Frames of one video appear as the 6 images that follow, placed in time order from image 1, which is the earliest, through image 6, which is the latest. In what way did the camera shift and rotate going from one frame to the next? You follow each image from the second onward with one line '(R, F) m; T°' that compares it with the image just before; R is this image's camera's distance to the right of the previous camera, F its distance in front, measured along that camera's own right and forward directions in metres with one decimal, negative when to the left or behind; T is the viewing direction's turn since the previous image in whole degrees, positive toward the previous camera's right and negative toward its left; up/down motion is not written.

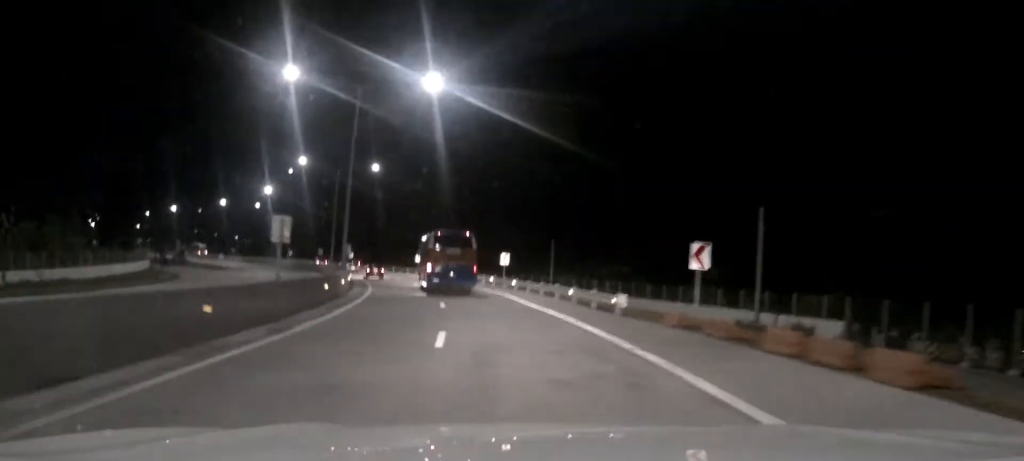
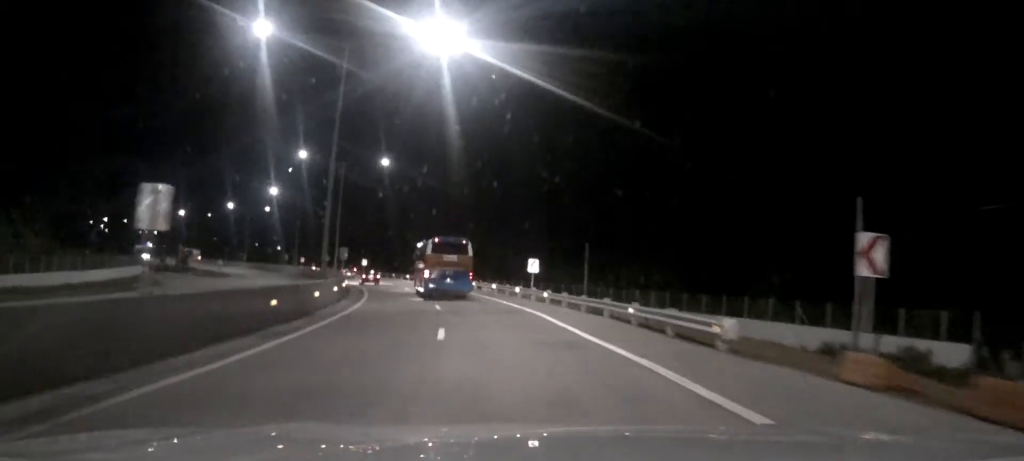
(-0.3, +9.9) m; -2°
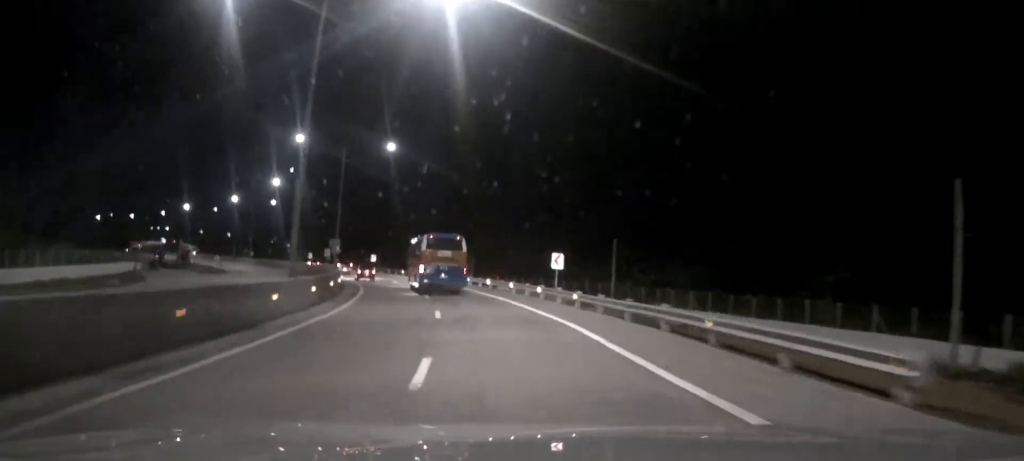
(-0.1, +7.2) m; -2°
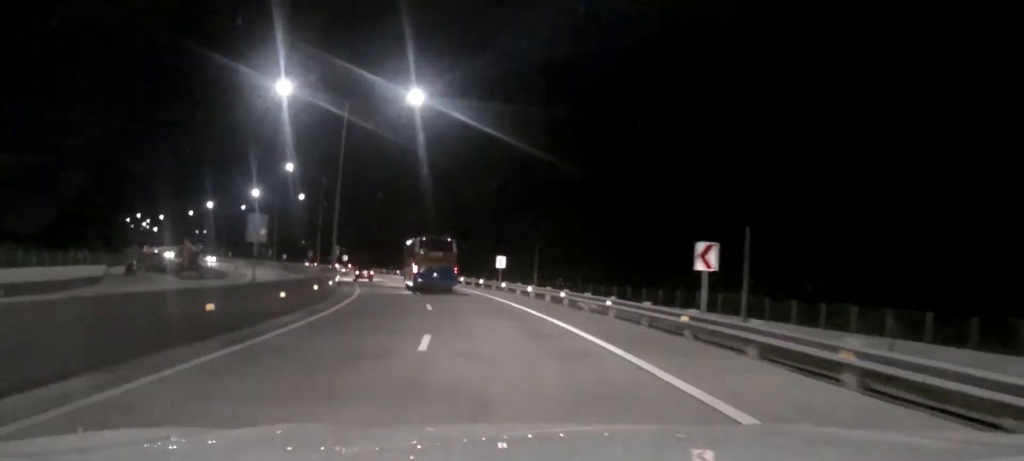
(-0.9, +21.3) m; -5°
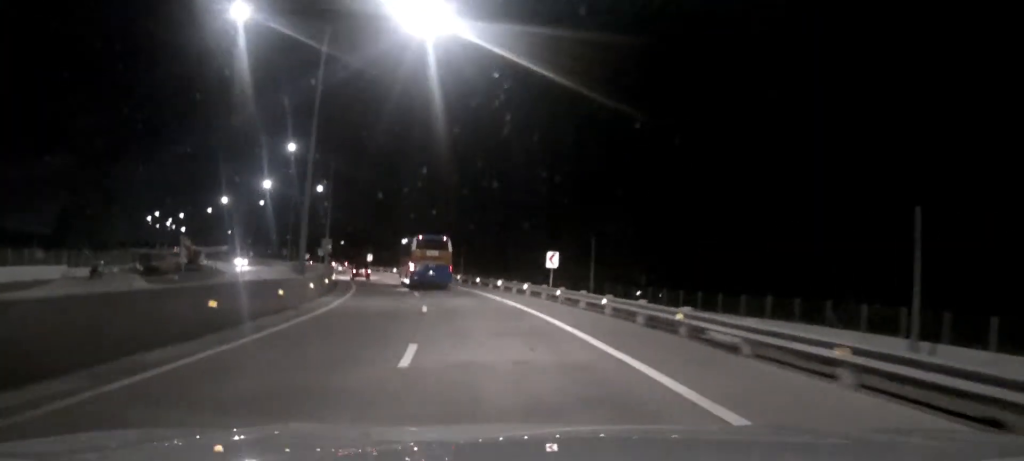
(-0.4, +15.3) m; -3°
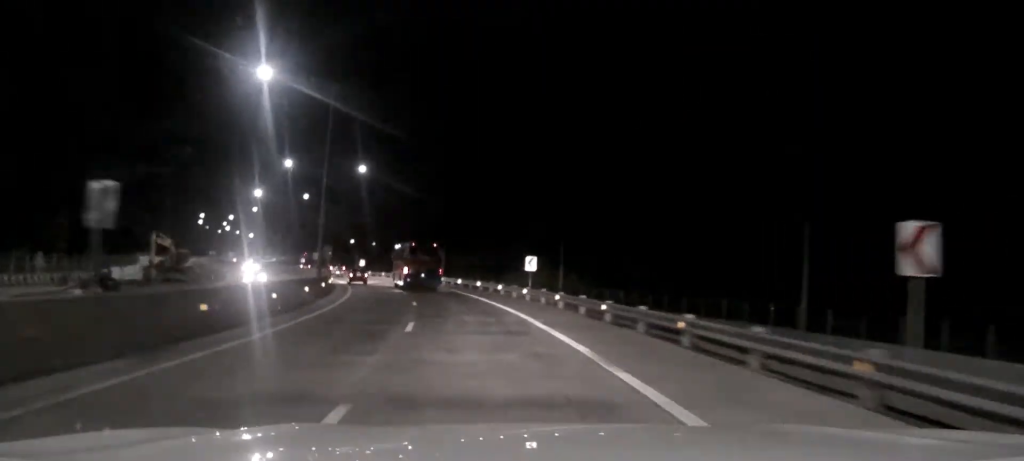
(-2.0, +31.7) m; -8°
